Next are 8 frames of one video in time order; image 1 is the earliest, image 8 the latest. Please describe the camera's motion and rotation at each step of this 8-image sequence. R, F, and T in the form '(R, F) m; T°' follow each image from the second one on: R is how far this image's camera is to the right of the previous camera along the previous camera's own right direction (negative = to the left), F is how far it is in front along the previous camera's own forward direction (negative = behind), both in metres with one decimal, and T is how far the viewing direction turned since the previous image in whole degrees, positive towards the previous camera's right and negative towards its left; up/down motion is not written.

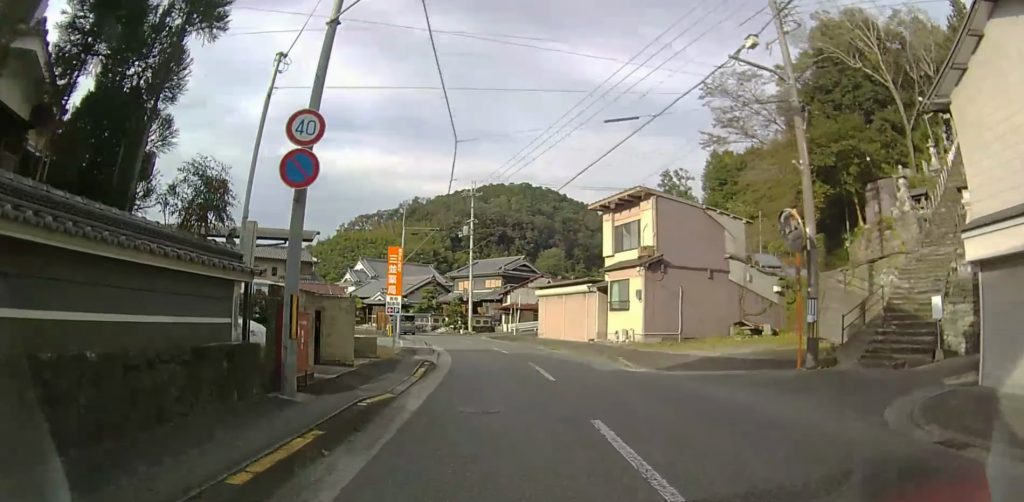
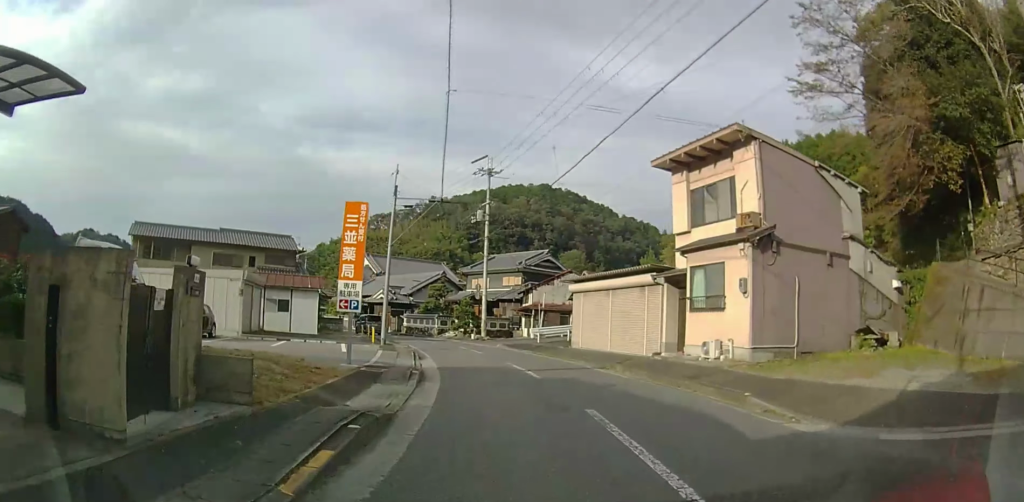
(0.0, +8.7) m; 0°
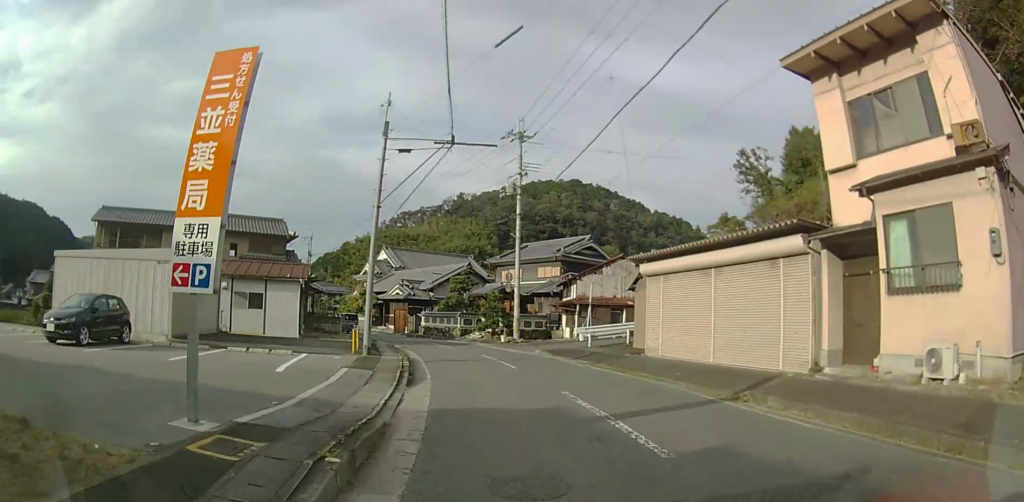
(0.0, +8.4) m; 0°
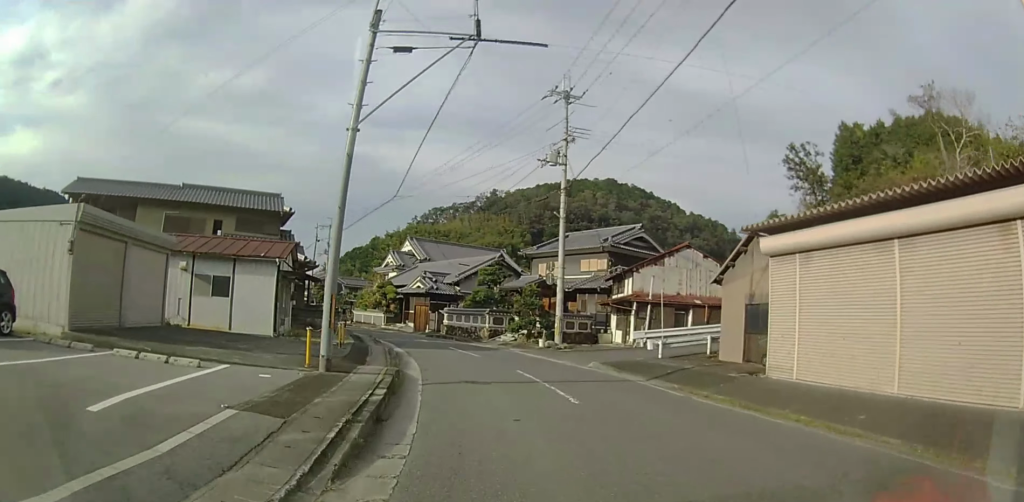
(0.0, +6.9) m; -1°
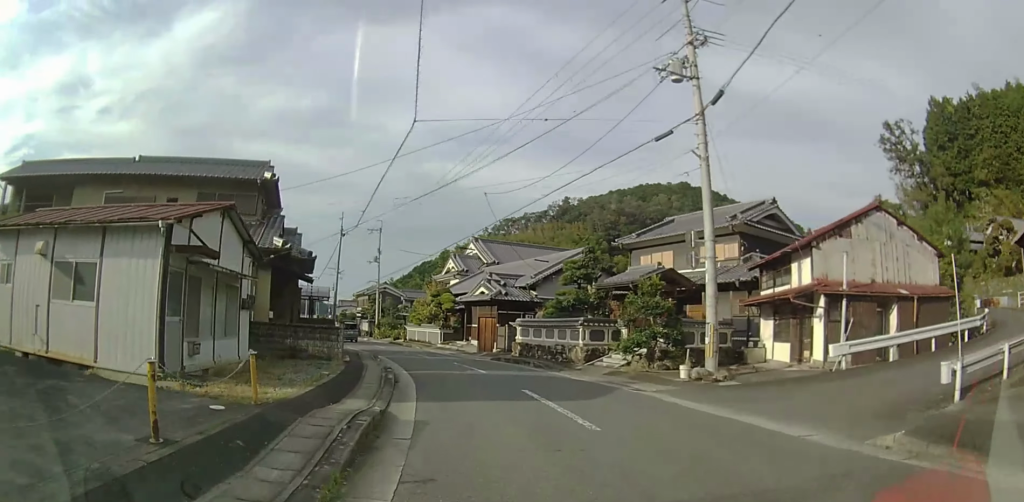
(-0.1, +11.2) m; -10°
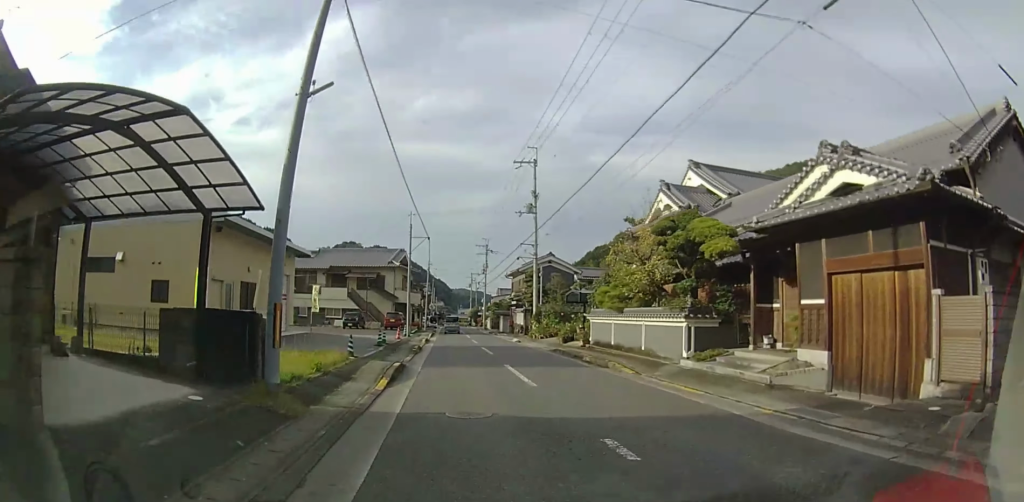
(-7.0, +24.6) m; -23°
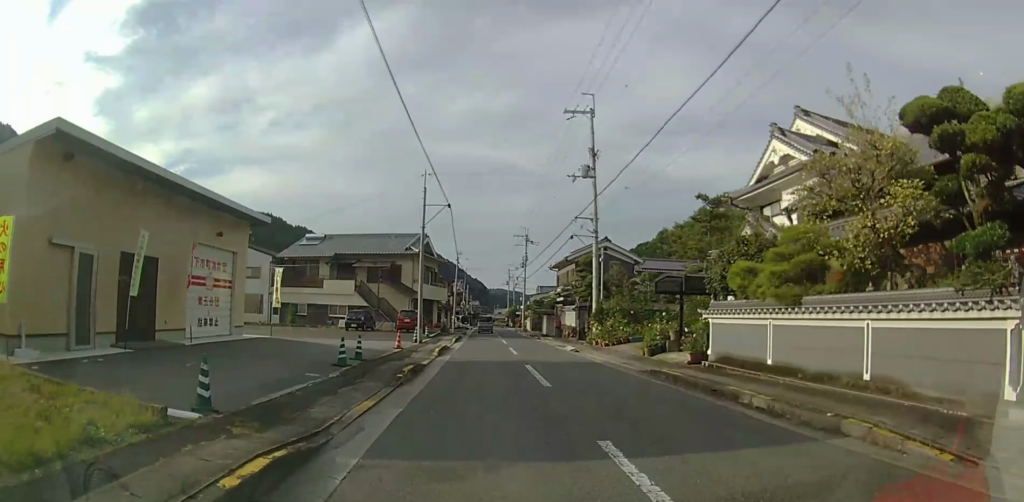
(-0.1, +10.0) m; -2°
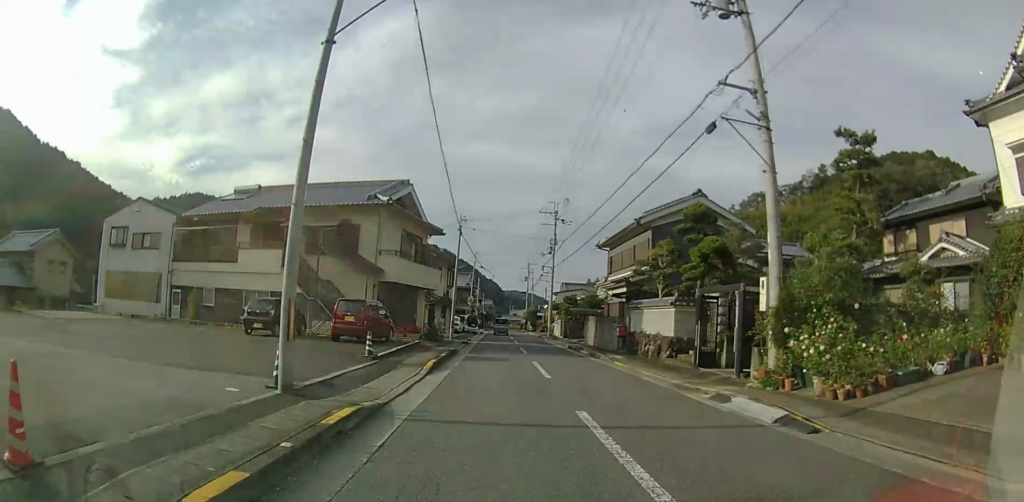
(-0.7, +17.6) m; -3°
